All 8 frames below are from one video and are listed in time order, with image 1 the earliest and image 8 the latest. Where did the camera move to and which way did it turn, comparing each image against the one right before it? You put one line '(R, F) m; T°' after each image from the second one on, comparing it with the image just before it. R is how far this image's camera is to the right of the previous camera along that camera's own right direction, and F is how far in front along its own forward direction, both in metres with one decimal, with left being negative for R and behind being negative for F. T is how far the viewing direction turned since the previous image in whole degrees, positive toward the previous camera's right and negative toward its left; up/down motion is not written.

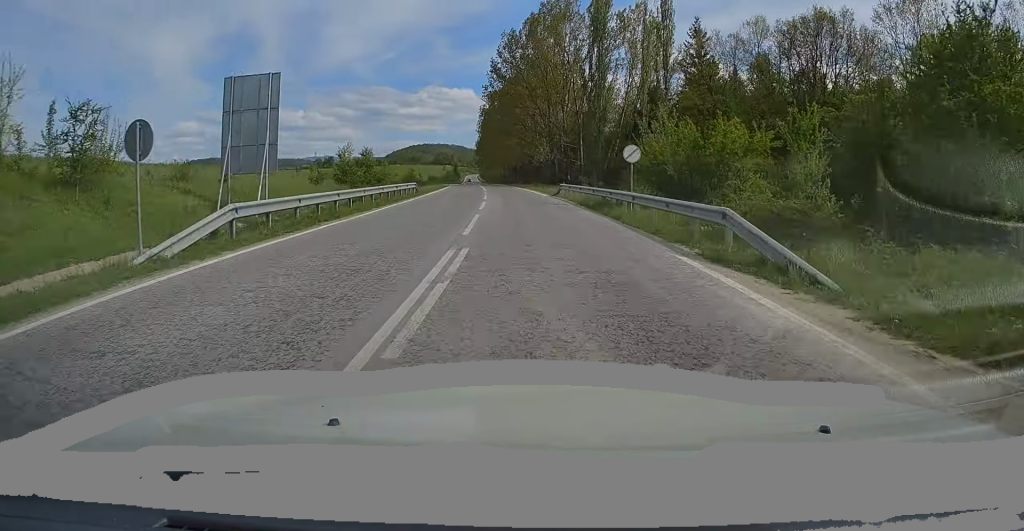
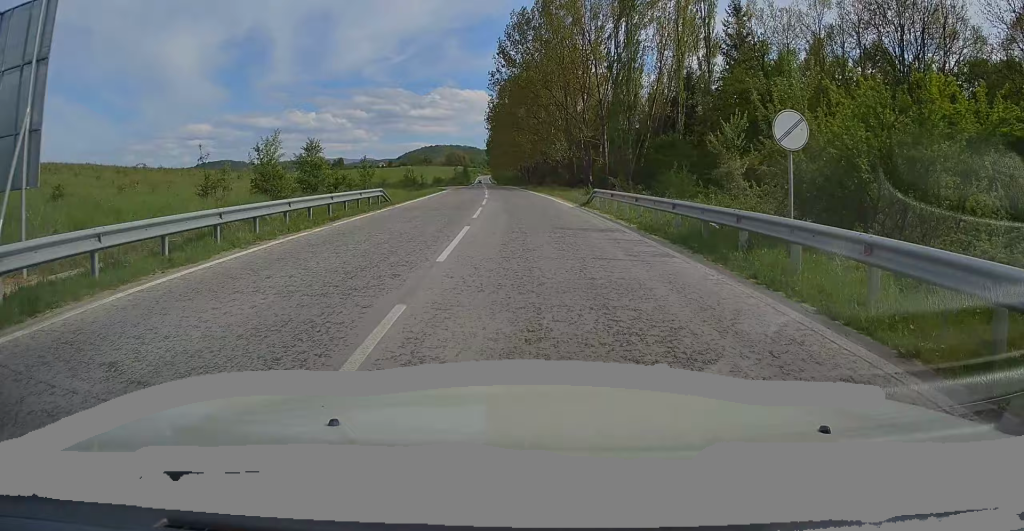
(-0.3, +12.8) m; -2°
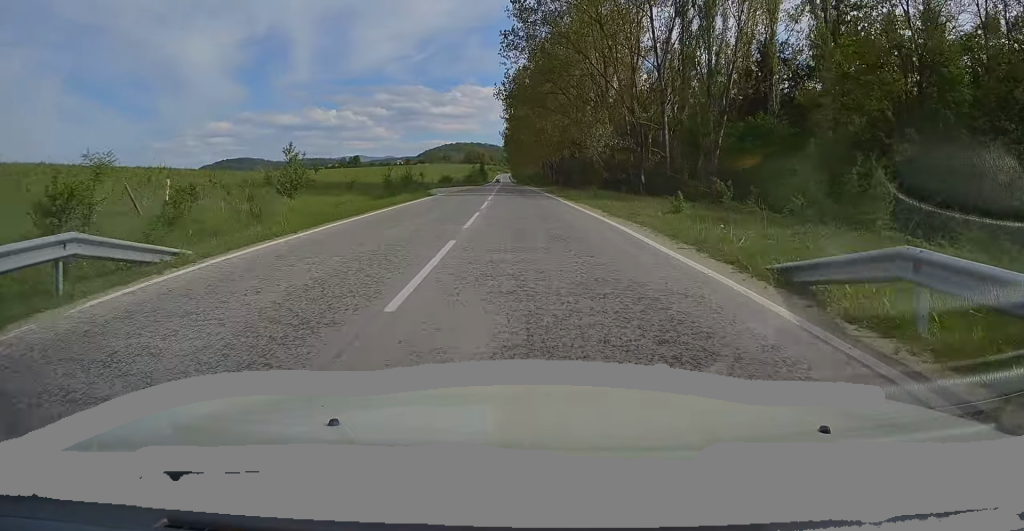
(-0.5, +20.9) m; -2°
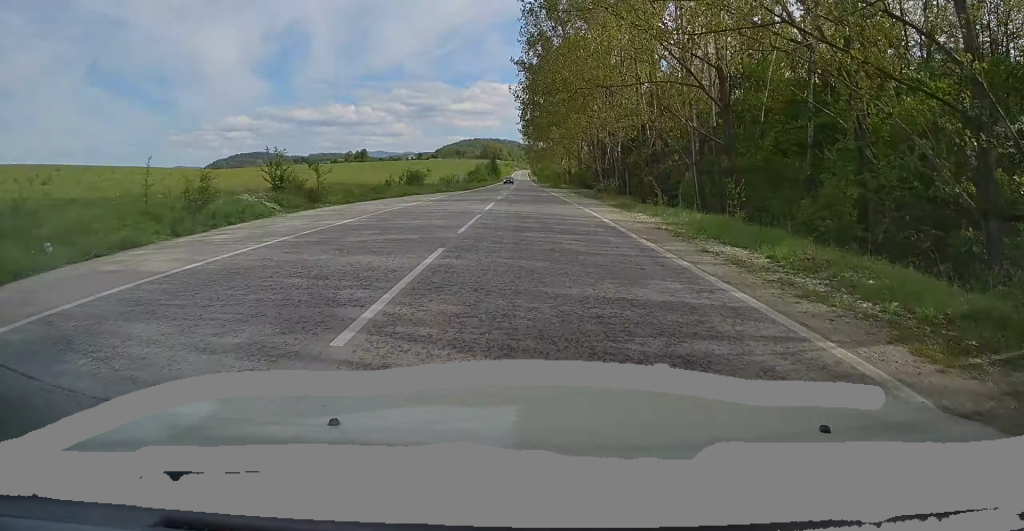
(-1.1, +54.2) m; -2°
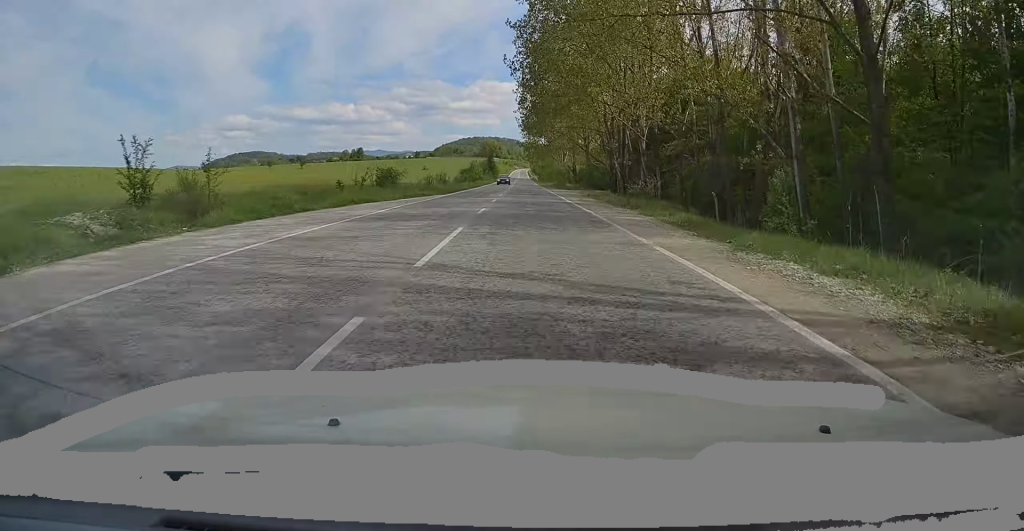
(0.0, +14.1) m; 0°
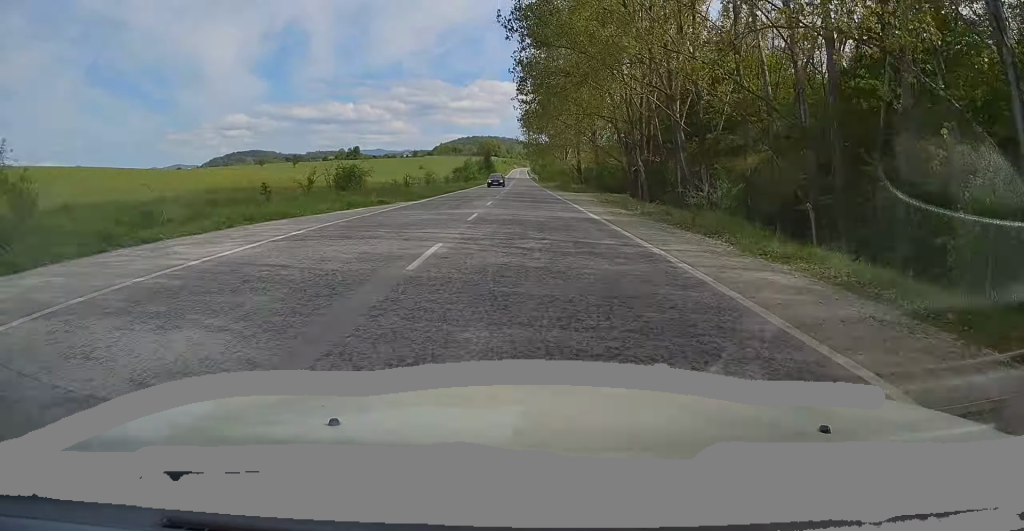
(-0.1, +11.9) m; 0°
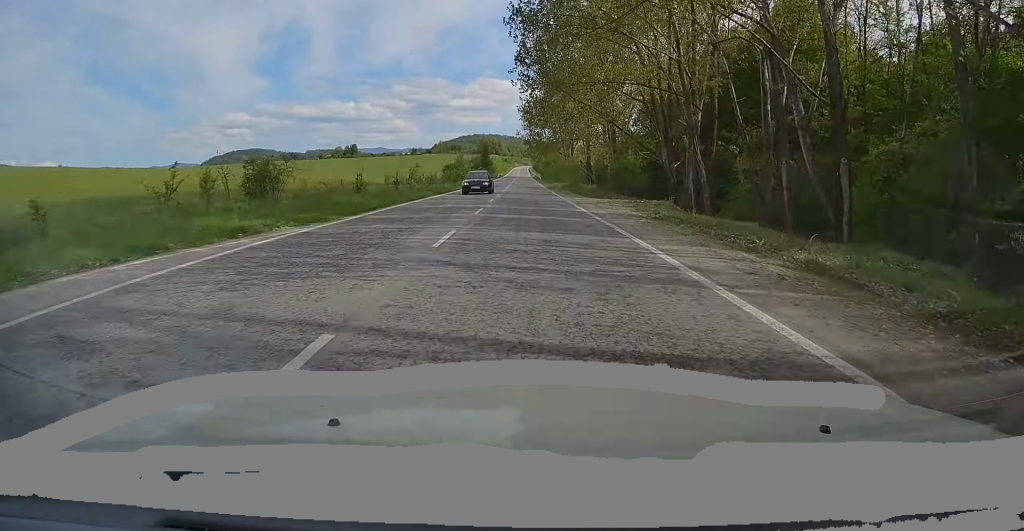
(+0.1, +15.3) m; 0°
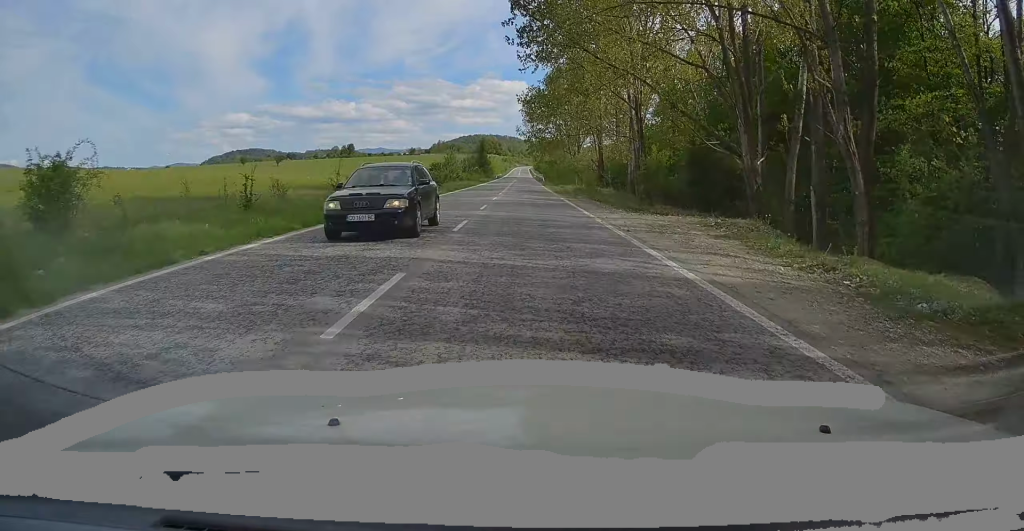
(+0.1, +14.6) m; 0°
